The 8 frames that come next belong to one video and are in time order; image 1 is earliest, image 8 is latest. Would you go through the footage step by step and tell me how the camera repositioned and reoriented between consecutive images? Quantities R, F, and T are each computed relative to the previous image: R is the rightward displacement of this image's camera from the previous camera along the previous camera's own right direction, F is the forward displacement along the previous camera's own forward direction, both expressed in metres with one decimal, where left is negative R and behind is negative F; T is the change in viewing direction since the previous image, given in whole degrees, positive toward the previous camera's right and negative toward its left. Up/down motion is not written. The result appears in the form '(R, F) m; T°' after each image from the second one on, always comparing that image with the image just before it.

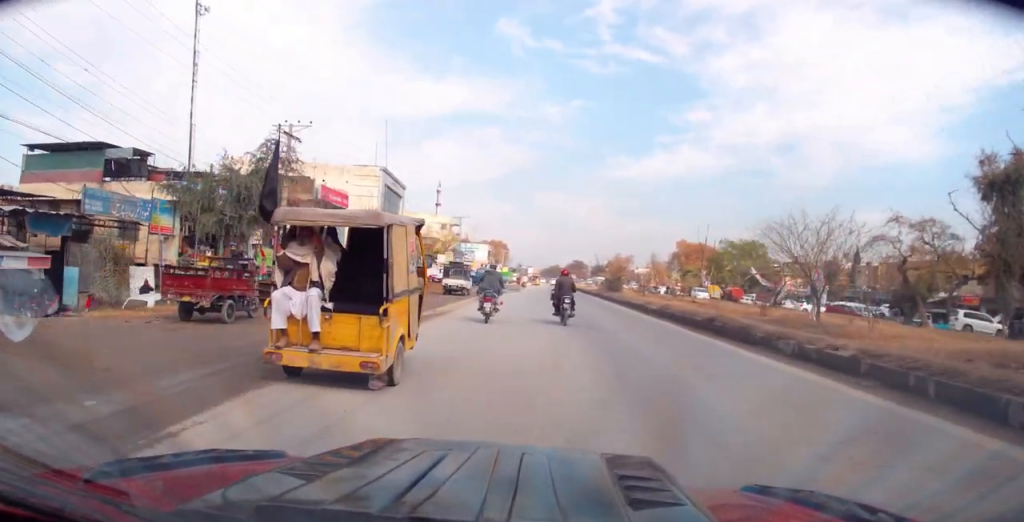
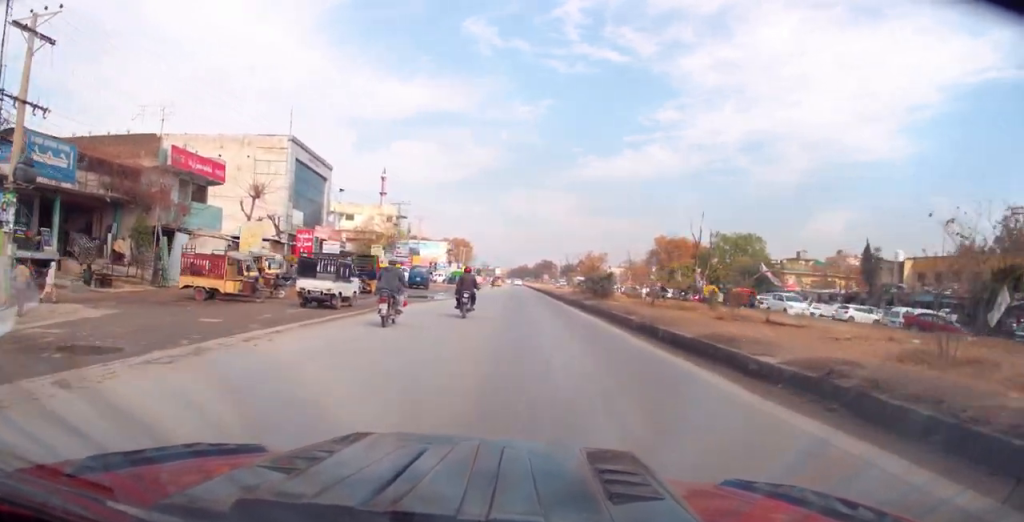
(+1.2, +16.8) m; +5°
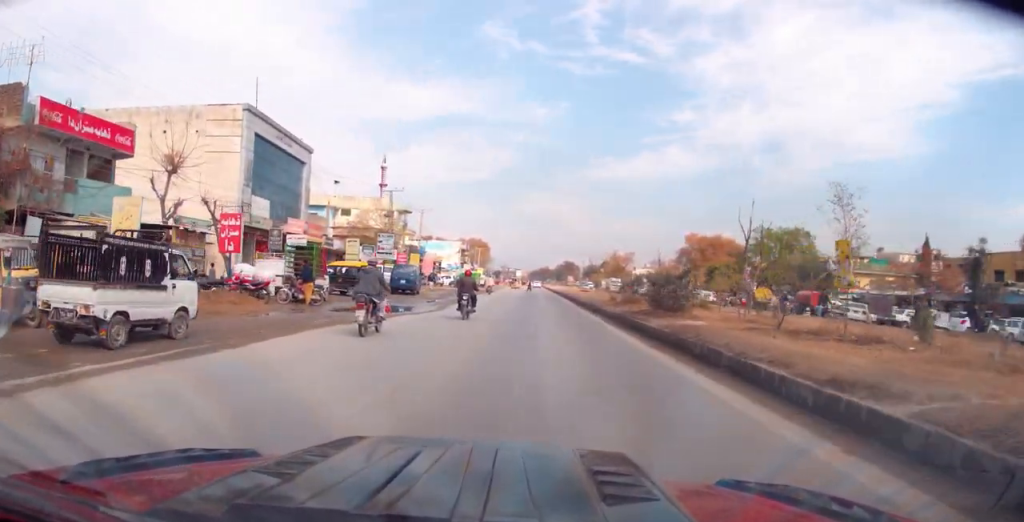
(+0.2, +12.5) m; 0°
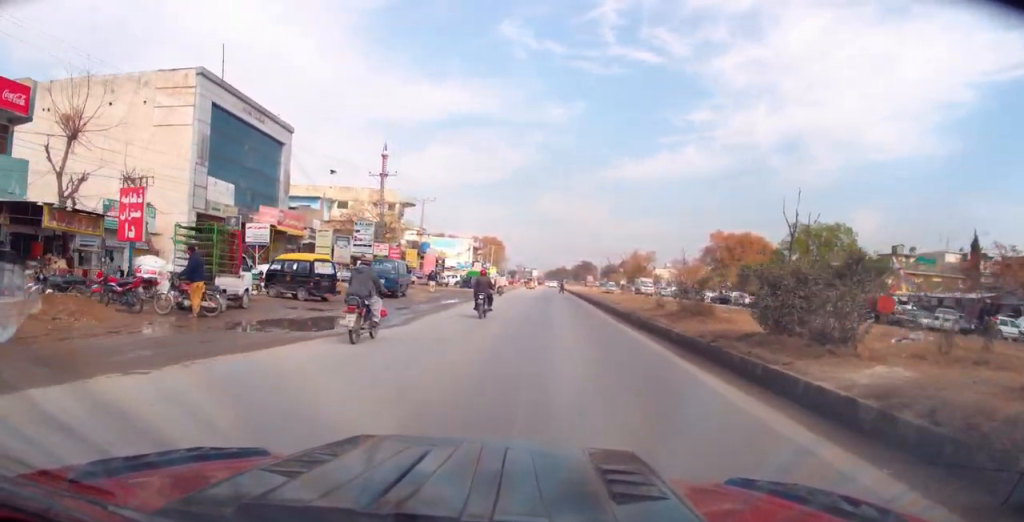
(-0.1, +8.8) m; -1°
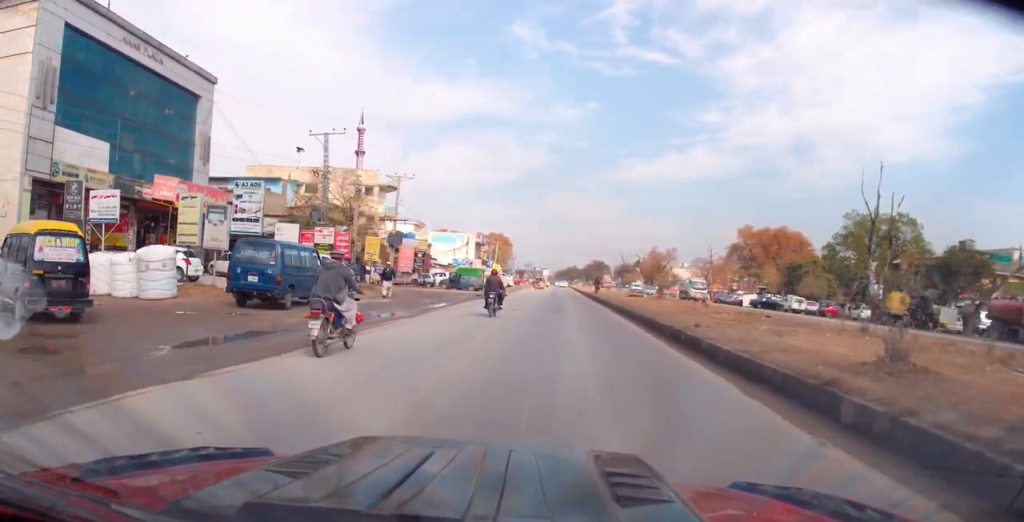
(-0.4, +14.6) m; -2°
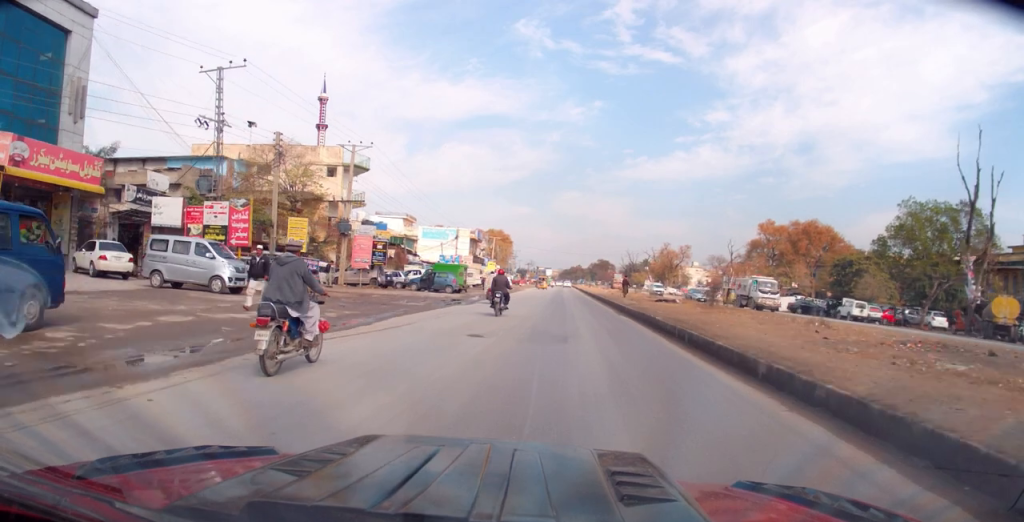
(0.0, +12.5) m; 0°
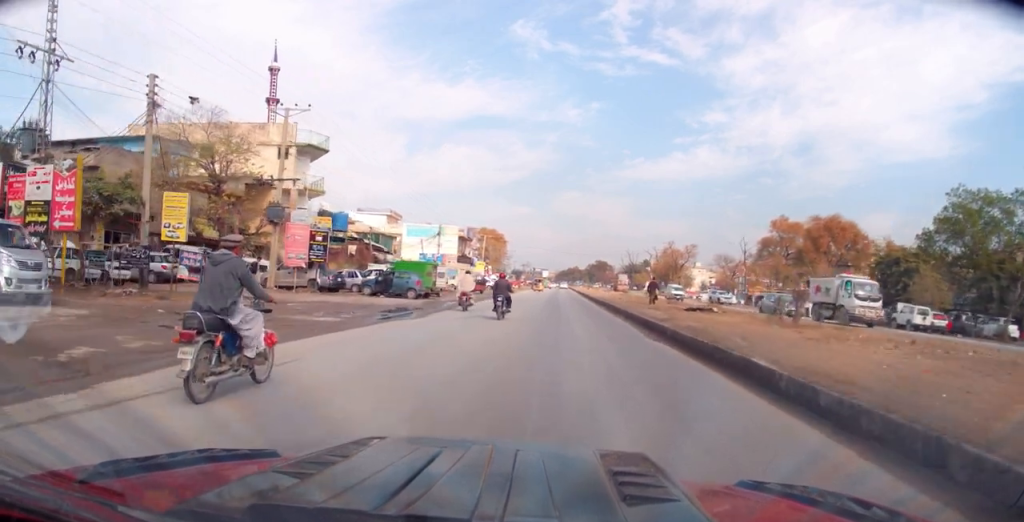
(0.0, +9.8) m; -1°
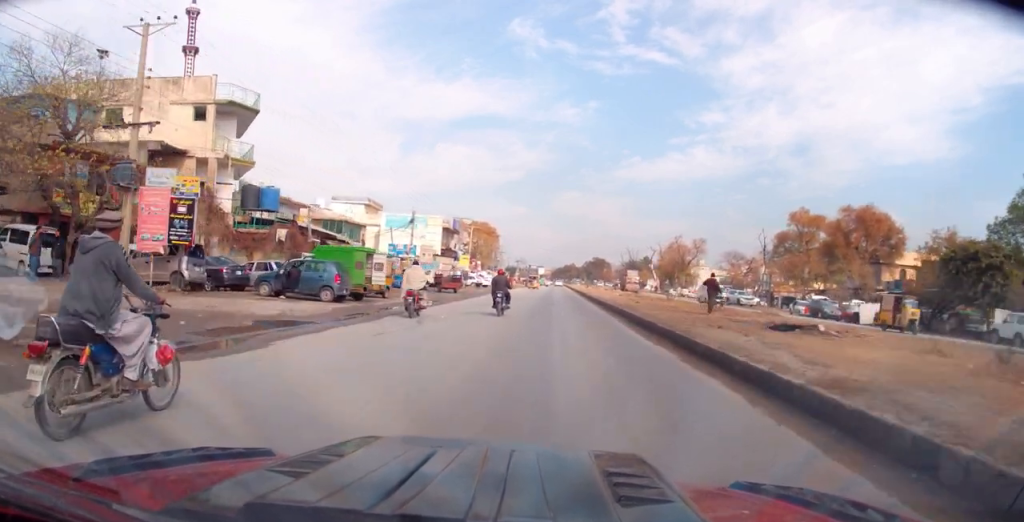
(-0.1, +11.4) m; -1°
